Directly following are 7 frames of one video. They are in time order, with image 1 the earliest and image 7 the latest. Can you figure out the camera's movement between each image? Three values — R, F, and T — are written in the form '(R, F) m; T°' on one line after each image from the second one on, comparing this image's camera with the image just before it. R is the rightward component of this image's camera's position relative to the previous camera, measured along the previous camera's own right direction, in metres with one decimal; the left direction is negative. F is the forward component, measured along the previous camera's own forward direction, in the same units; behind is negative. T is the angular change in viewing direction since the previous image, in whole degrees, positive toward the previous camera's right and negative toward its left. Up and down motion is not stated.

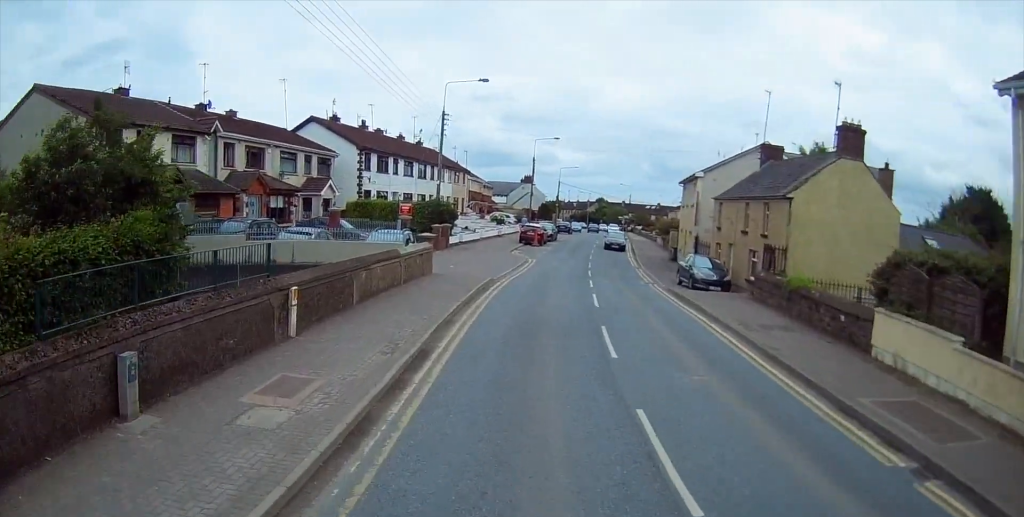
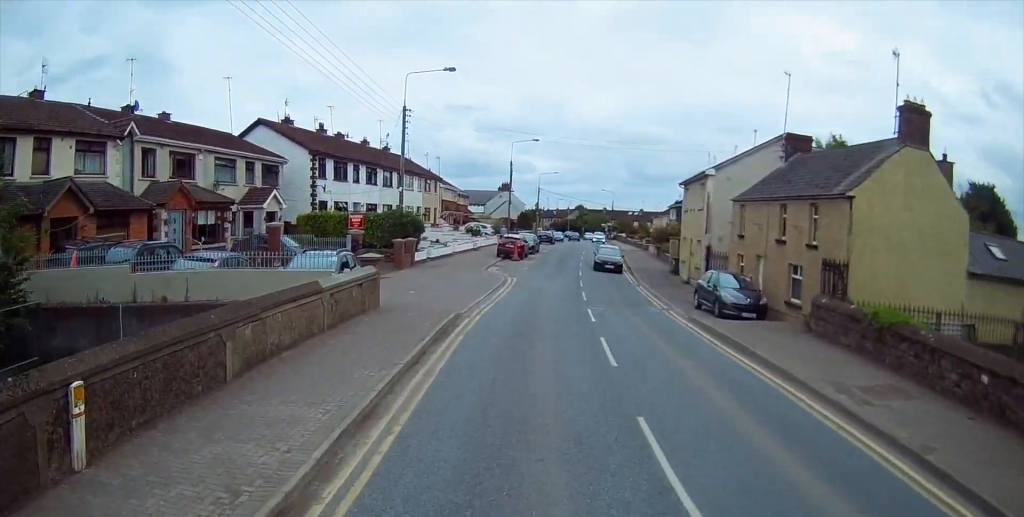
(+0.1, +6.1) m; +1°
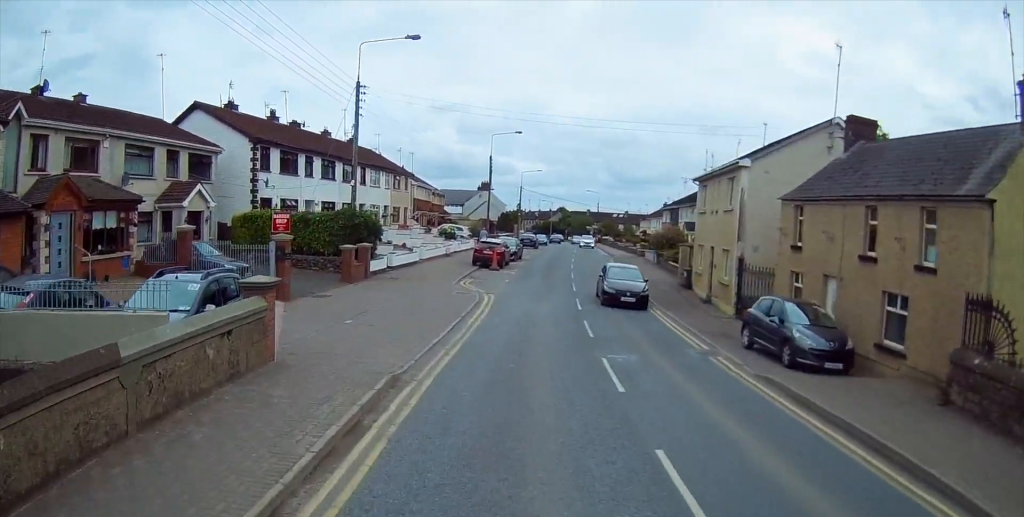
(+0.1, +6.9) m; +1°
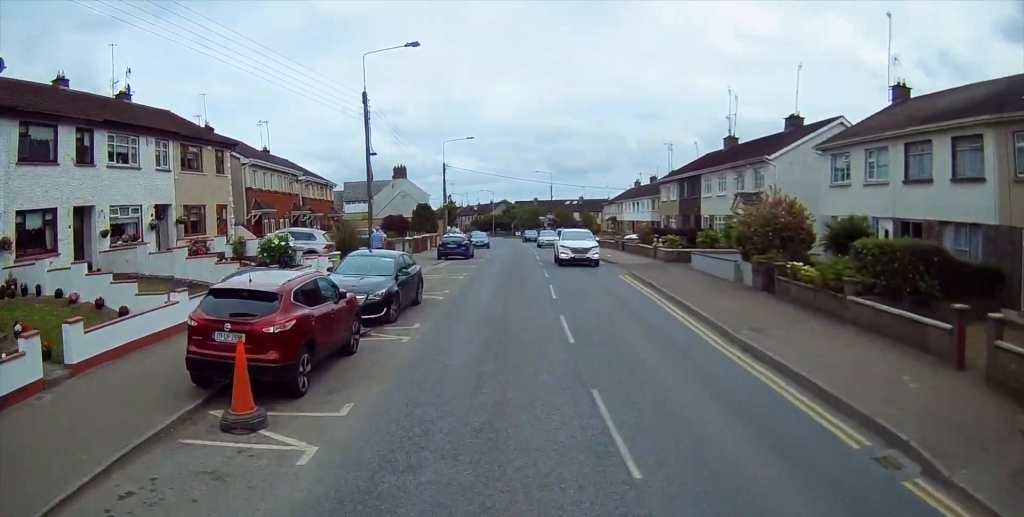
(+2.5, +28.0) m; +6°
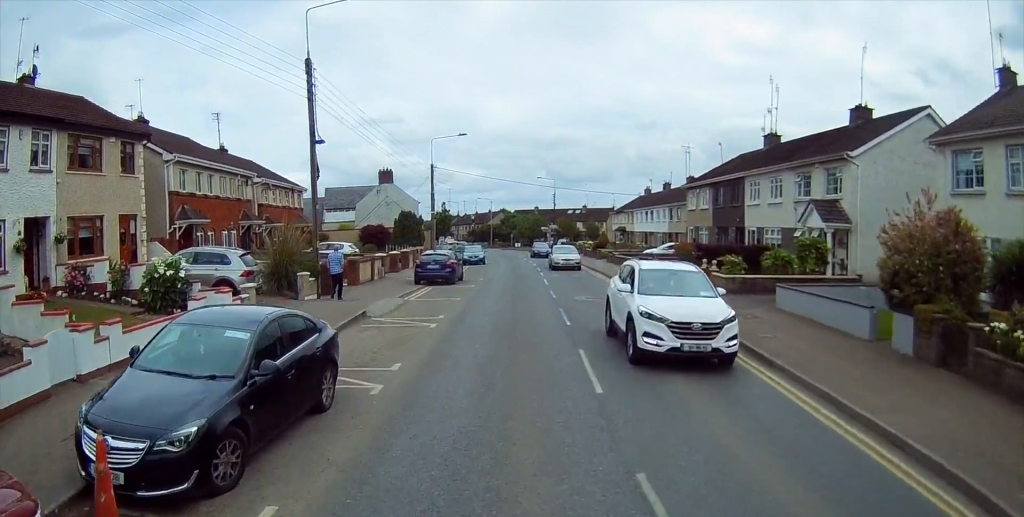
(-0.2, +8.9) m; -1°
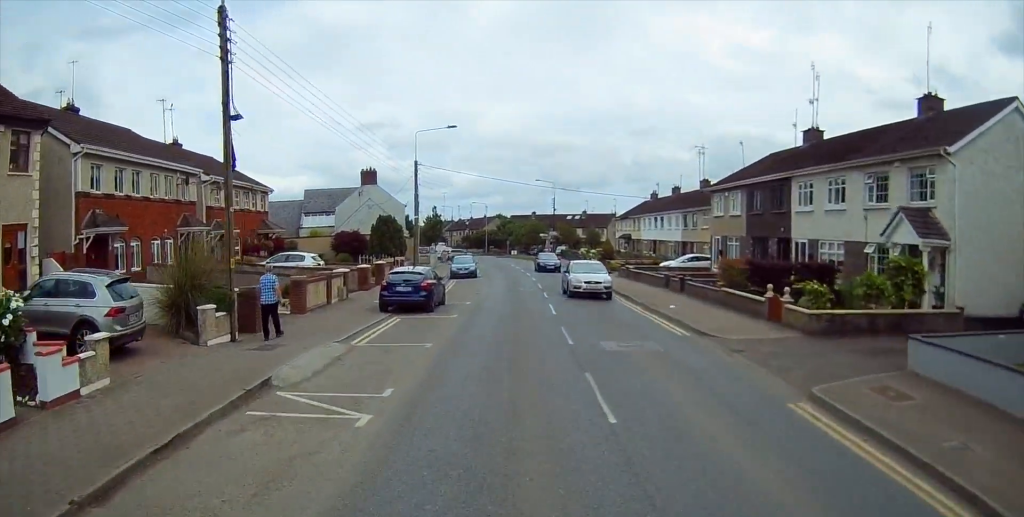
(0.0, +7.0) m; +1°
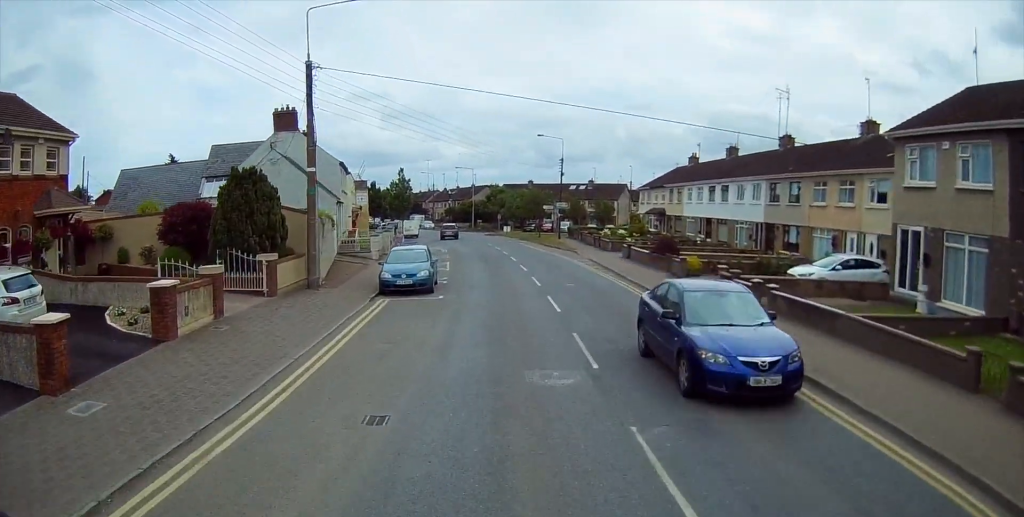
(+0.3, +22.7) m; +3°
